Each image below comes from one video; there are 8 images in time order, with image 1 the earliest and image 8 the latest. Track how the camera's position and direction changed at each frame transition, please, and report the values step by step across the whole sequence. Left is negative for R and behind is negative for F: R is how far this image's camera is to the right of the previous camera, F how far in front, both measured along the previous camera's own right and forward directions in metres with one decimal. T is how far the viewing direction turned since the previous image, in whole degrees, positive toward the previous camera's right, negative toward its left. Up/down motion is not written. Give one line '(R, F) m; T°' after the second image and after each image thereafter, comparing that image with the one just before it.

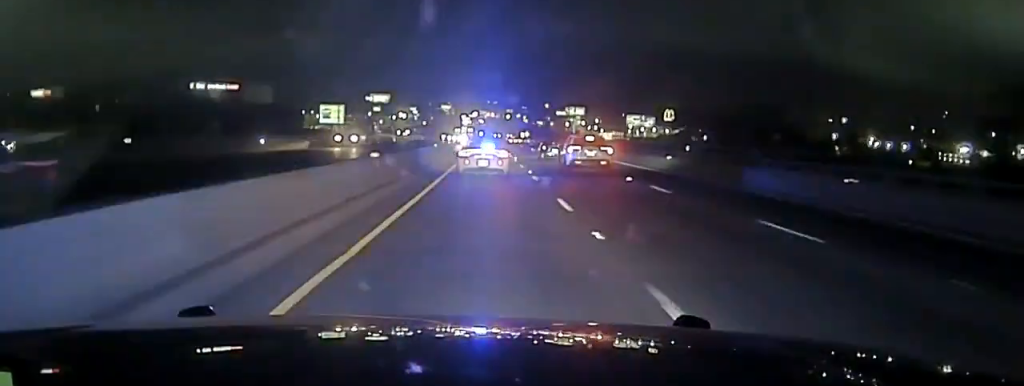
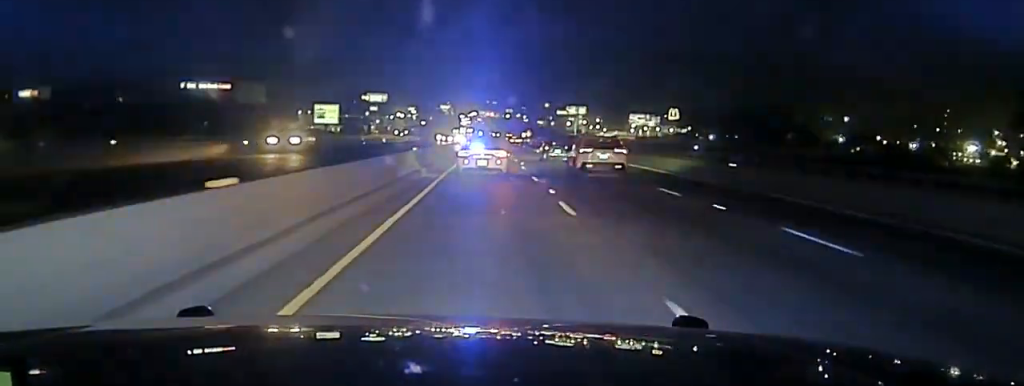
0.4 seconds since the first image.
(+0.1, +13.8) m; 0°
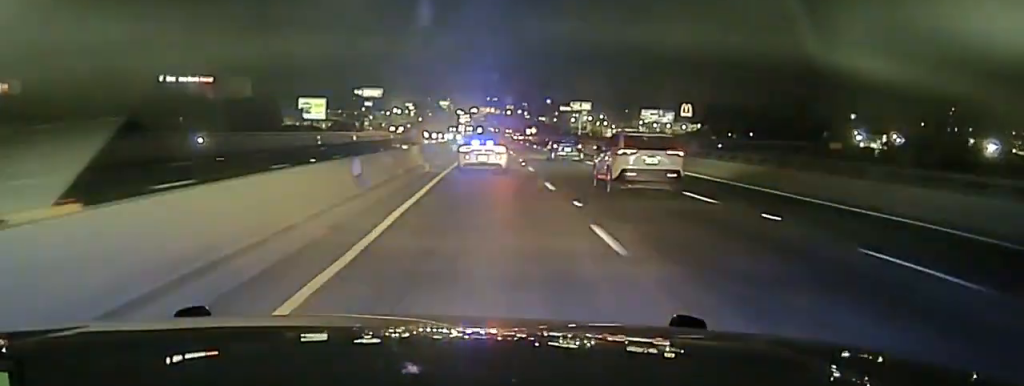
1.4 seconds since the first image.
(-0.4, +31.5) m; 0°
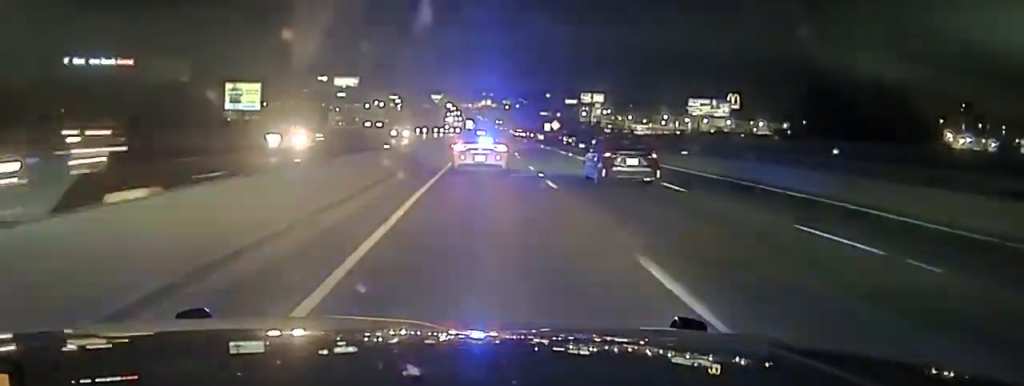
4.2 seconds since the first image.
(+1.2, +95.3) m; +1°
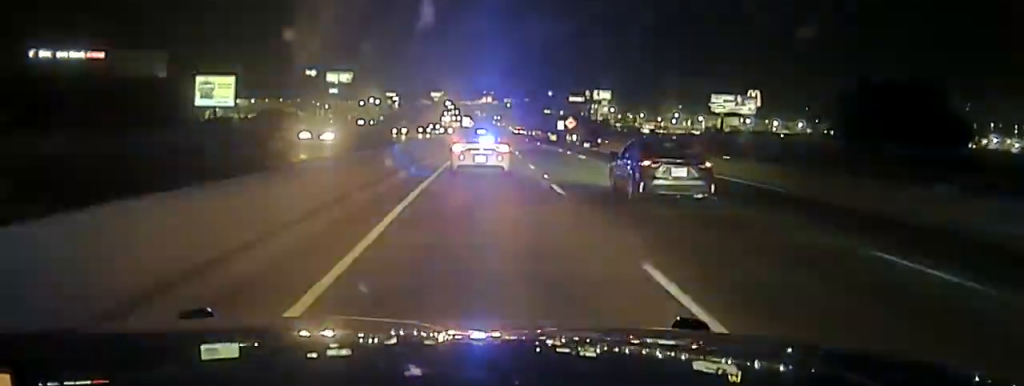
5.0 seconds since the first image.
(0.0, +26.7) m; 0°
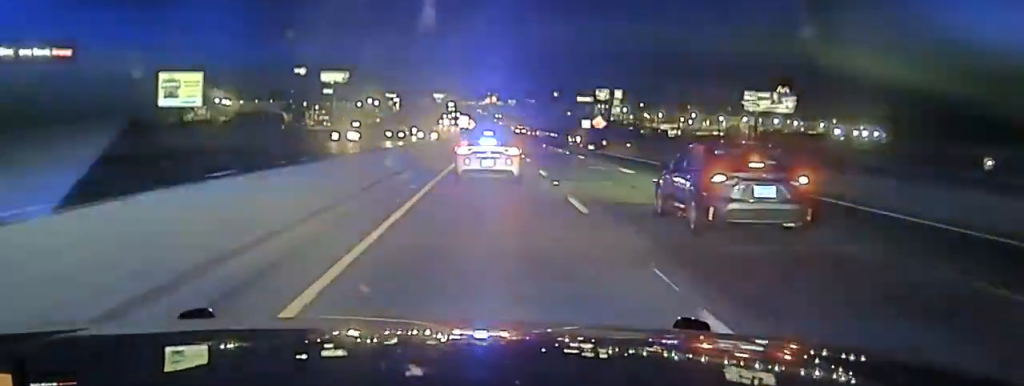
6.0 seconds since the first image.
(-0.2, +29.3) m; 0°
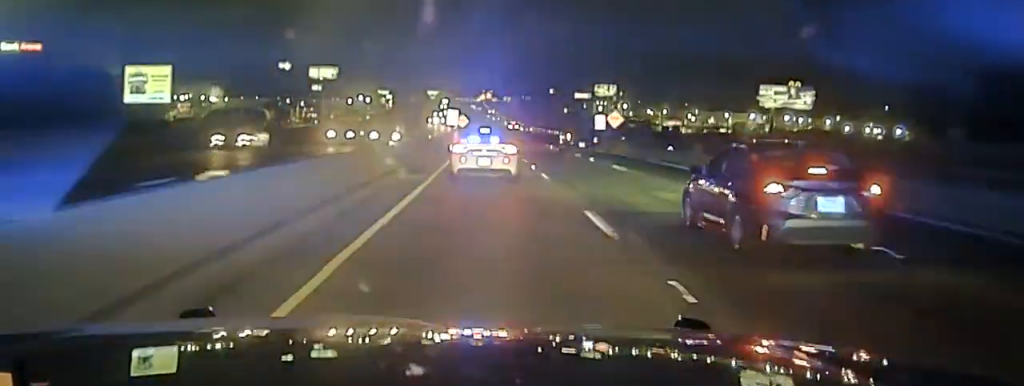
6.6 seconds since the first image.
(-0.2, +17.1) m; 0°
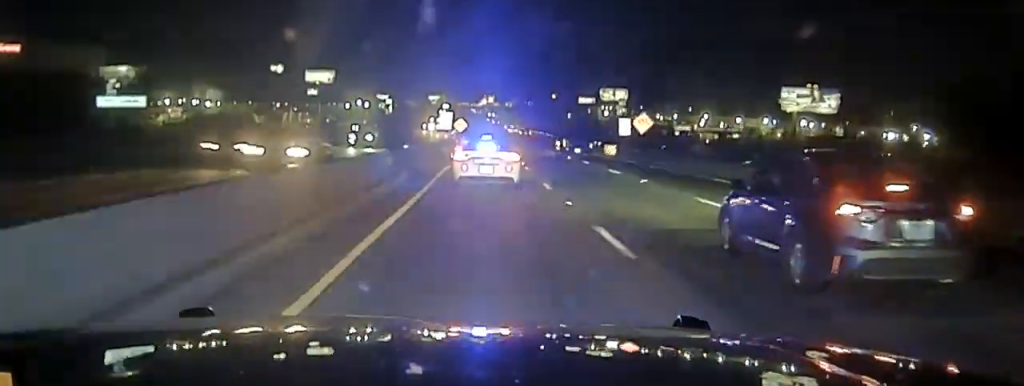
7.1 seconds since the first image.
(+0.3, +14.5) m; +1°
